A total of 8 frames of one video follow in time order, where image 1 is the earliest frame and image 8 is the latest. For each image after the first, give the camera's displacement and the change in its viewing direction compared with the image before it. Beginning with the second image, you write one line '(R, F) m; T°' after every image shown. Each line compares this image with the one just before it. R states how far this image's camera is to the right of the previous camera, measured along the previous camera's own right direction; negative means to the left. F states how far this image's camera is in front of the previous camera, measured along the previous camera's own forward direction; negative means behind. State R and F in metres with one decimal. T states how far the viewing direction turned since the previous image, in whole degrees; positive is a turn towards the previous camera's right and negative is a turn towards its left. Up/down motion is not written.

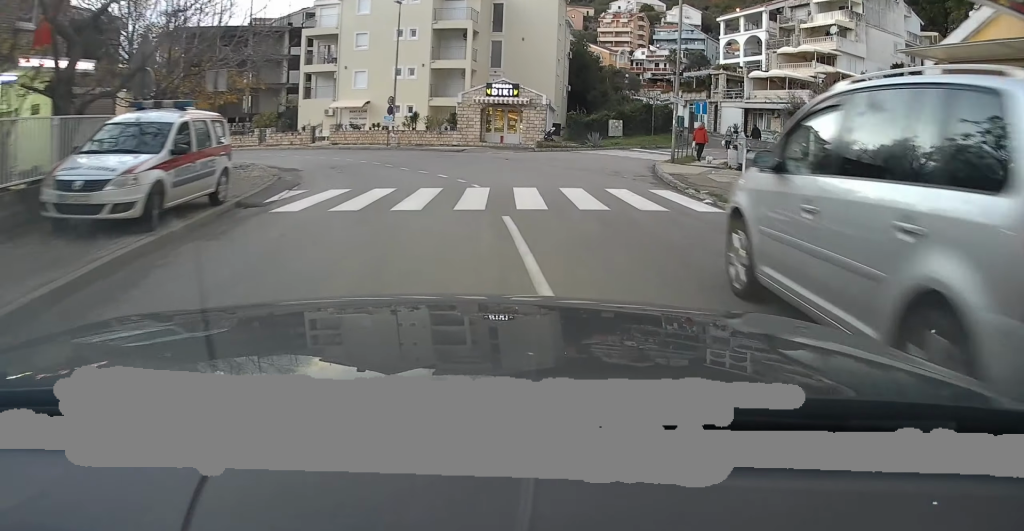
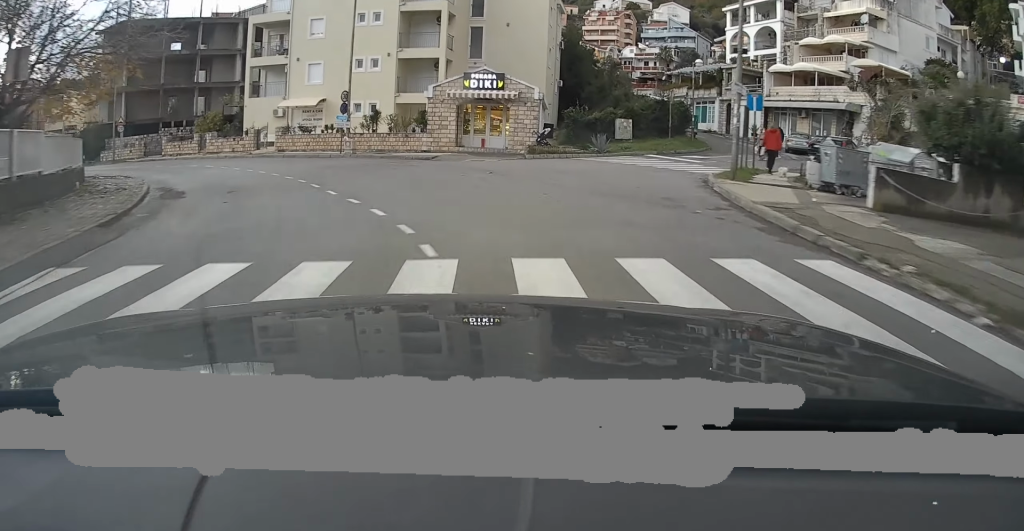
(+0.3, +8.7) m; +1°
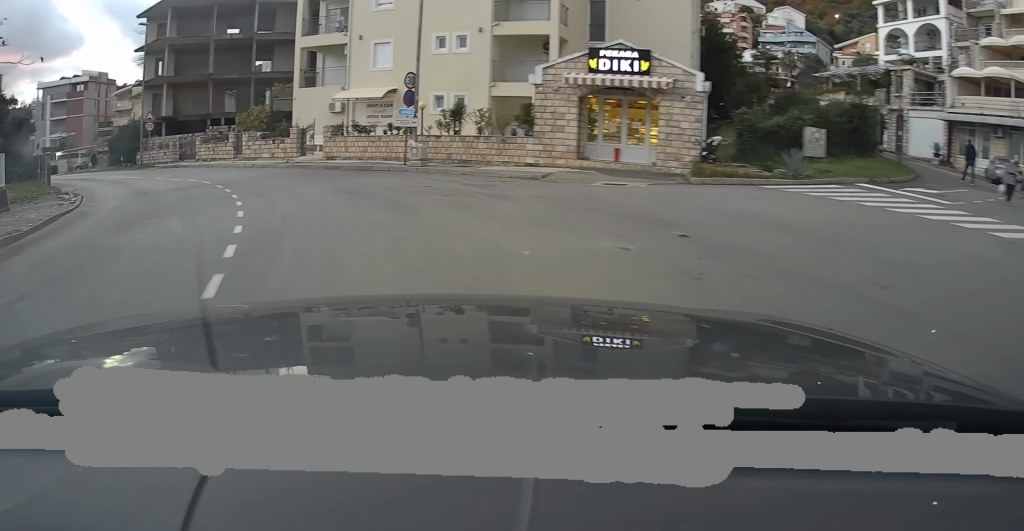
(-0.4, +11.3) m; -8°
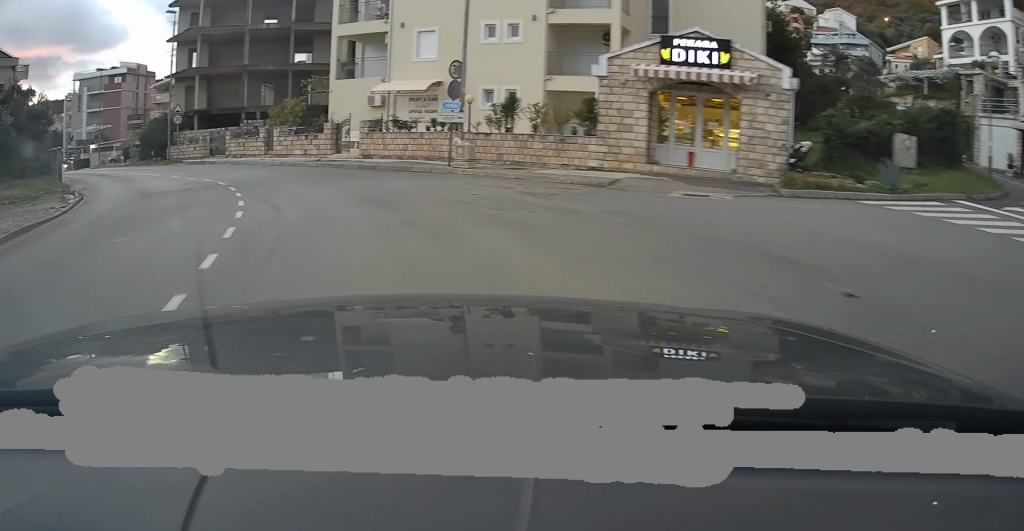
(0.0, +2.9) m; -5°
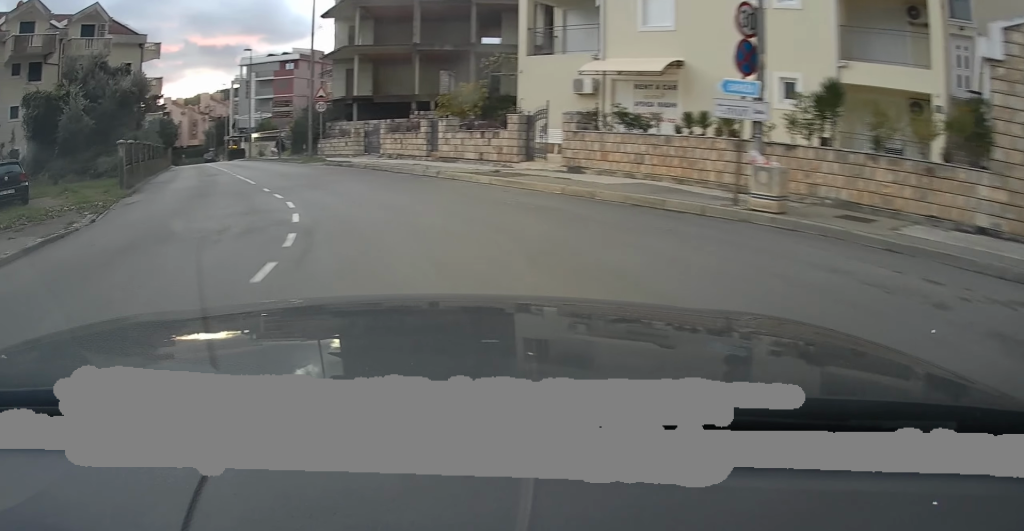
(-1.7, +9.4) m; -19°
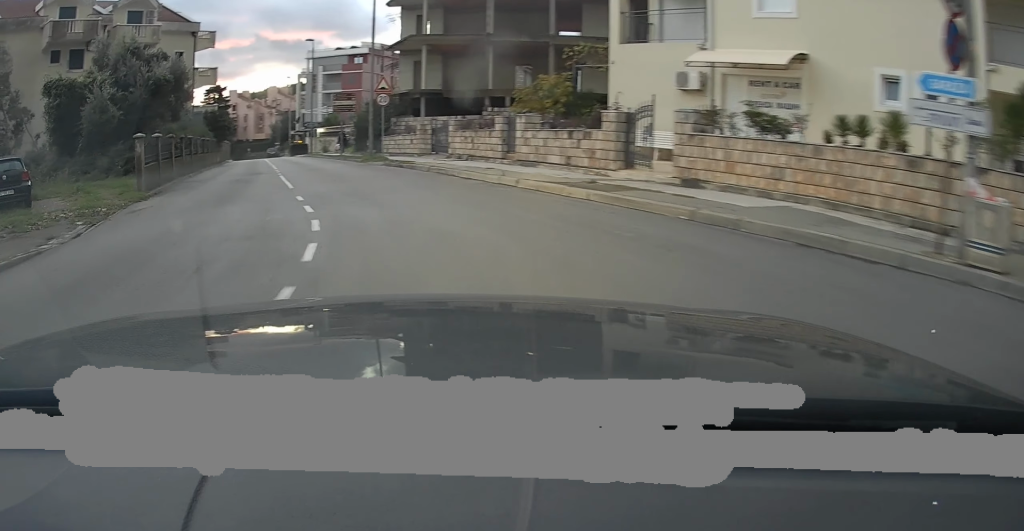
(0.0, +3.3) m; -7°
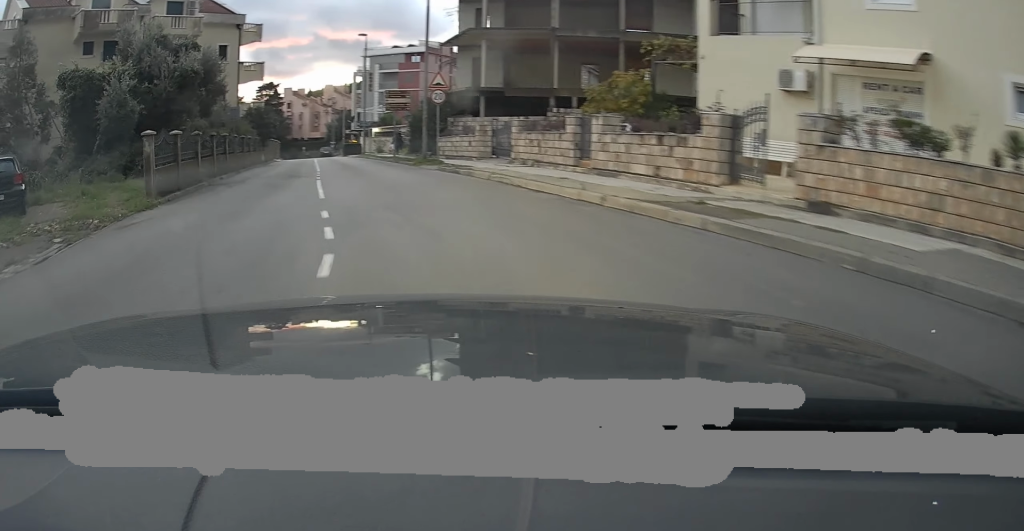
(-0.2, +2.7) m; -5°
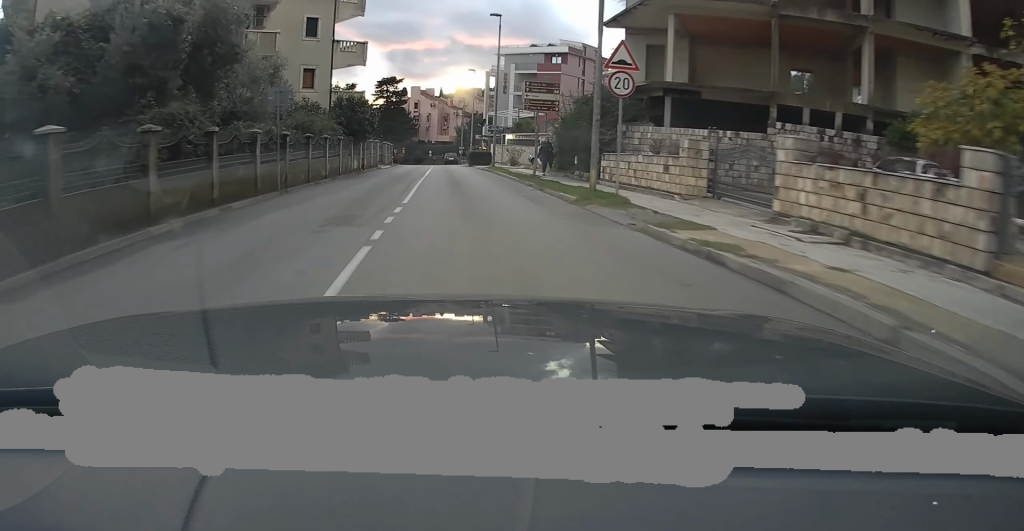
(-1.8, +10.8) m; -12°
